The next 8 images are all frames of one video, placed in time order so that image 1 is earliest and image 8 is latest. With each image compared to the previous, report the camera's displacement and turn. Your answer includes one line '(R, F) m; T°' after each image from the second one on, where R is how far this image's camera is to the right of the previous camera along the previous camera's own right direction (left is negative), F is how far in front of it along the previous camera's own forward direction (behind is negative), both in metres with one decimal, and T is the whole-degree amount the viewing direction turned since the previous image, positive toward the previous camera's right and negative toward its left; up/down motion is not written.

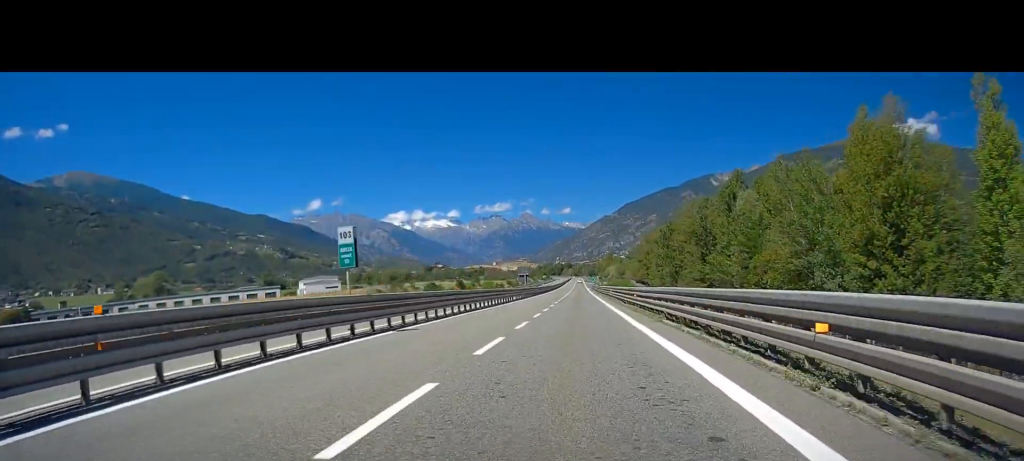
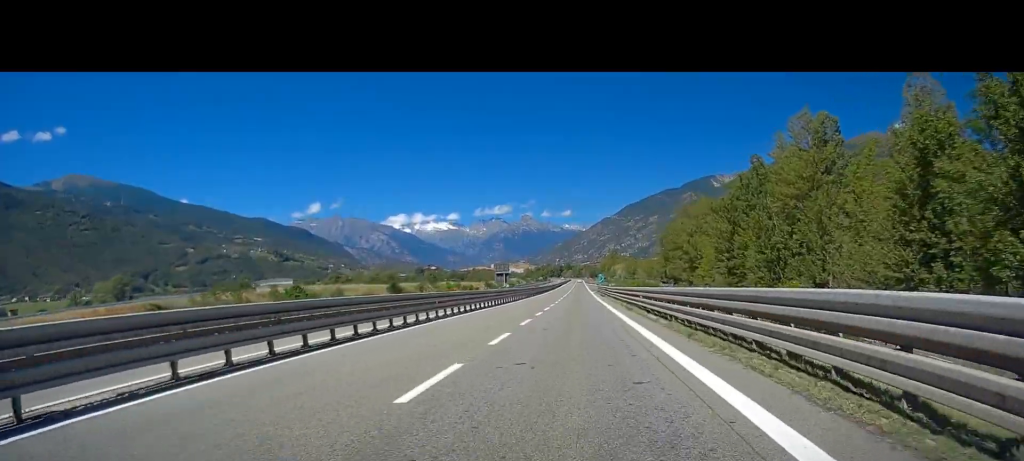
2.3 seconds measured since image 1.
(-0.3, +58.4) m; -1°
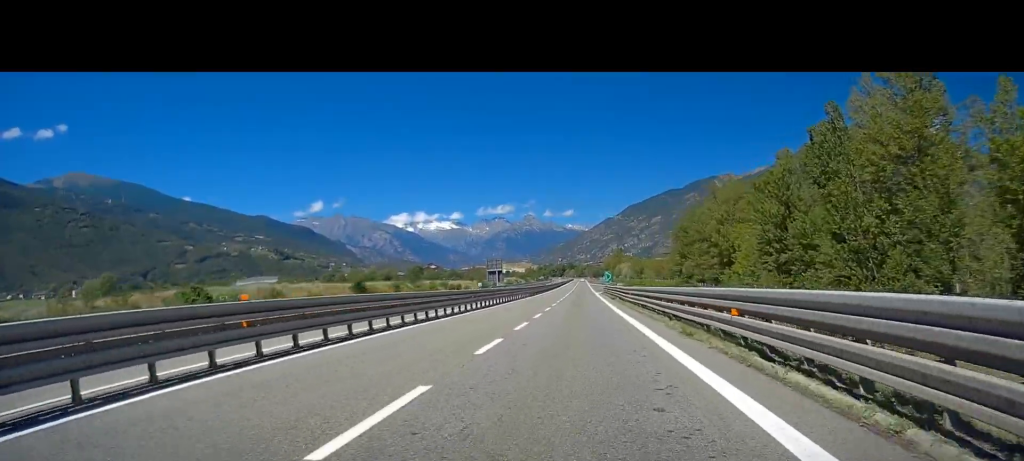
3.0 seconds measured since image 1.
(-0.3, +17.2) m; -1°
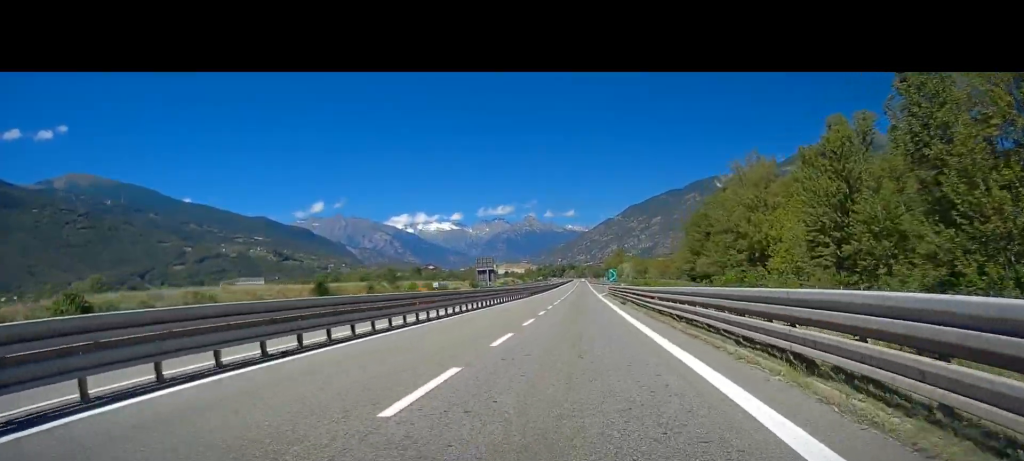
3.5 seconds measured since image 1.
(0.0, +13.0) m; 0°
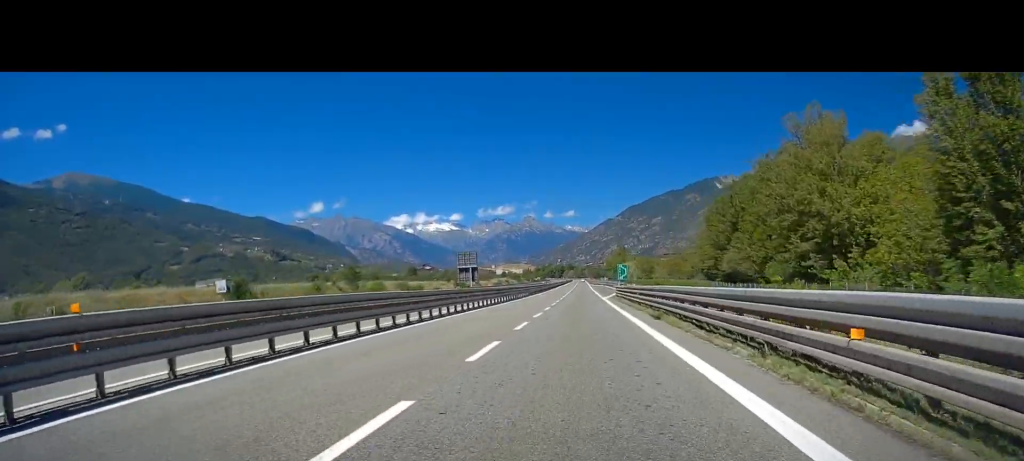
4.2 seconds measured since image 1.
(0.0, +18.4) m; 0°
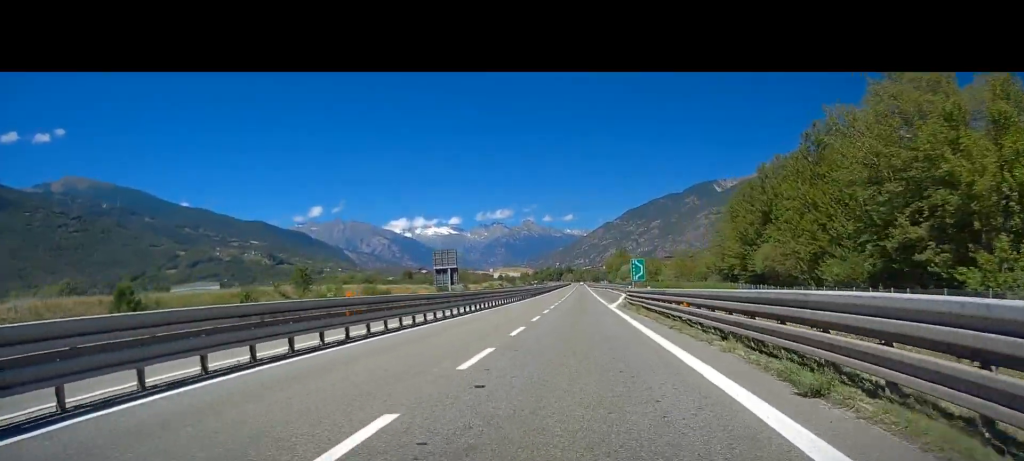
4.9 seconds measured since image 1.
(0.0, +15.9) m; 0°
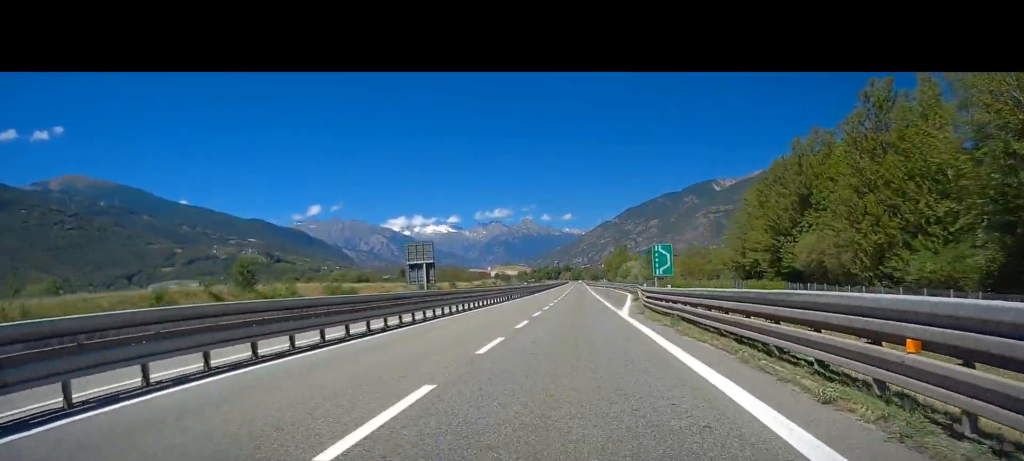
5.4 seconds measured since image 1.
(0.0, +13.0) m; 0°
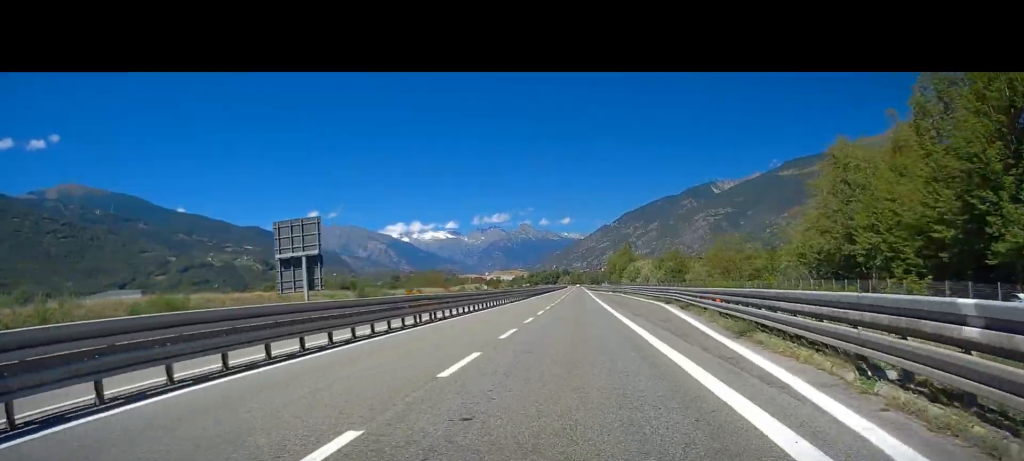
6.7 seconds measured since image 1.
(+0.4, +32.9) m; +1°
